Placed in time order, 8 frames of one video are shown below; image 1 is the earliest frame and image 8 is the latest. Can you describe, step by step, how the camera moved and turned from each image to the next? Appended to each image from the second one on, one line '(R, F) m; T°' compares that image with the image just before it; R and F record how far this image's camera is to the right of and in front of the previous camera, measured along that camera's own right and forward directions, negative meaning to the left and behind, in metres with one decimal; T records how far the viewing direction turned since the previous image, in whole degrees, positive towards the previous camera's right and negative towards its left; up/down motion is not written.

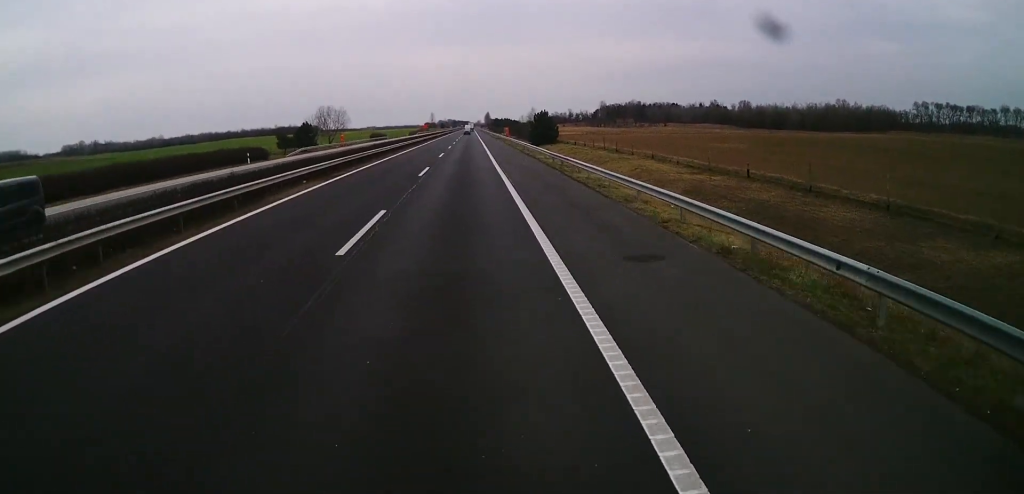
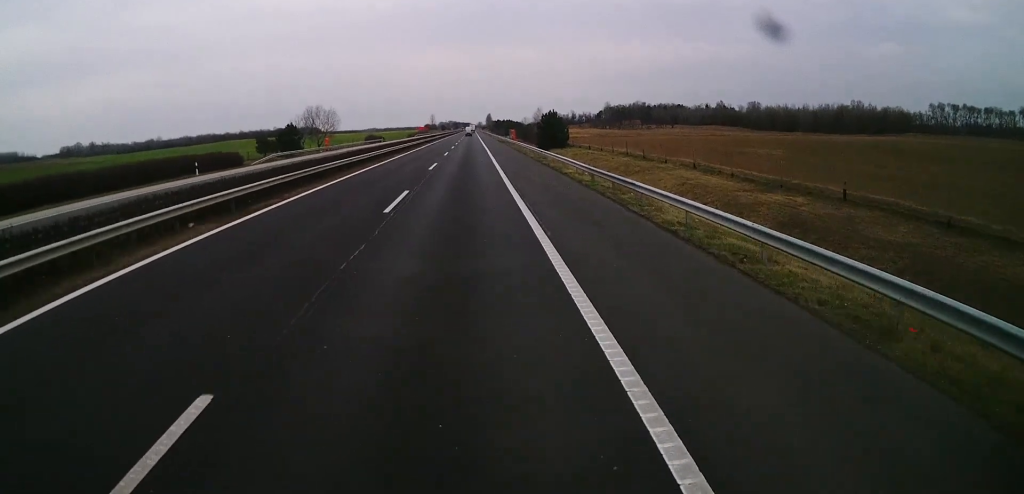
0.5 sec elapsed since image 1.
(0.0, +12.2) m; 0°
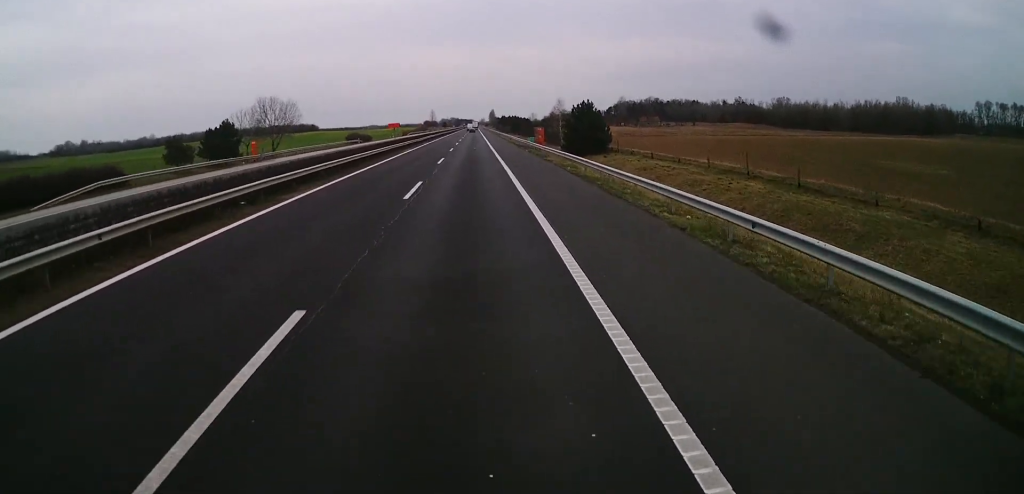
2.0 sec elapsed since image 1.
(0.0, +33.6) m; 0°
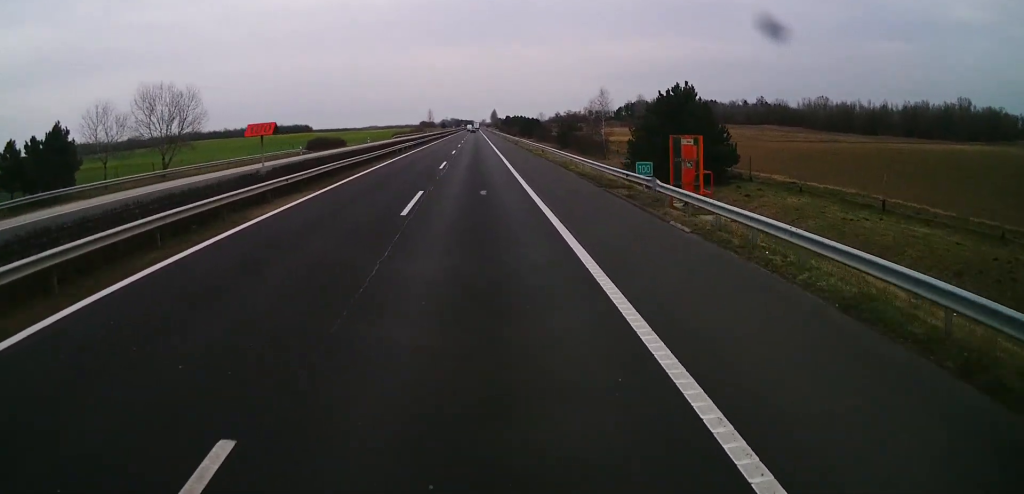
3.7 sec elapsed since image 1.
(0.0, +39.7) m; 0°
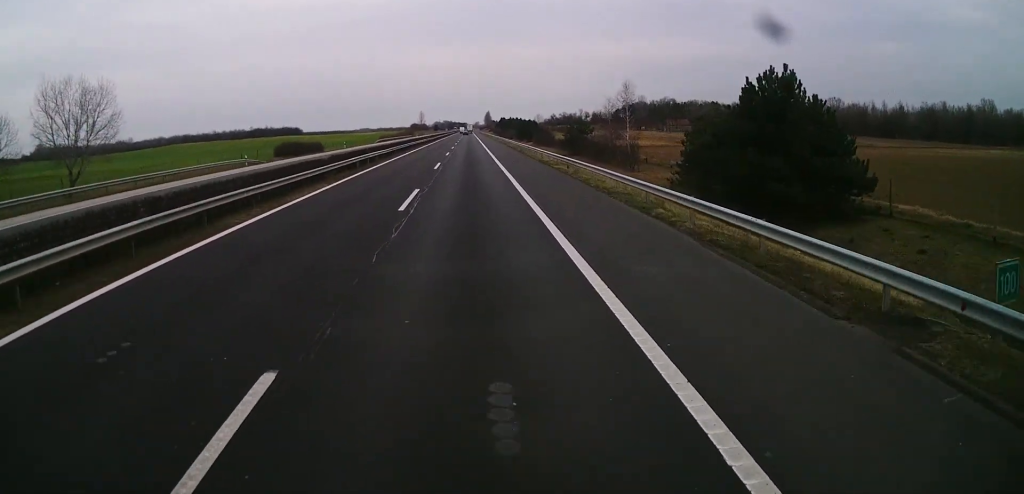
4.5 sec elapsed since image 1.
(0.0, +16.8) m; 0°
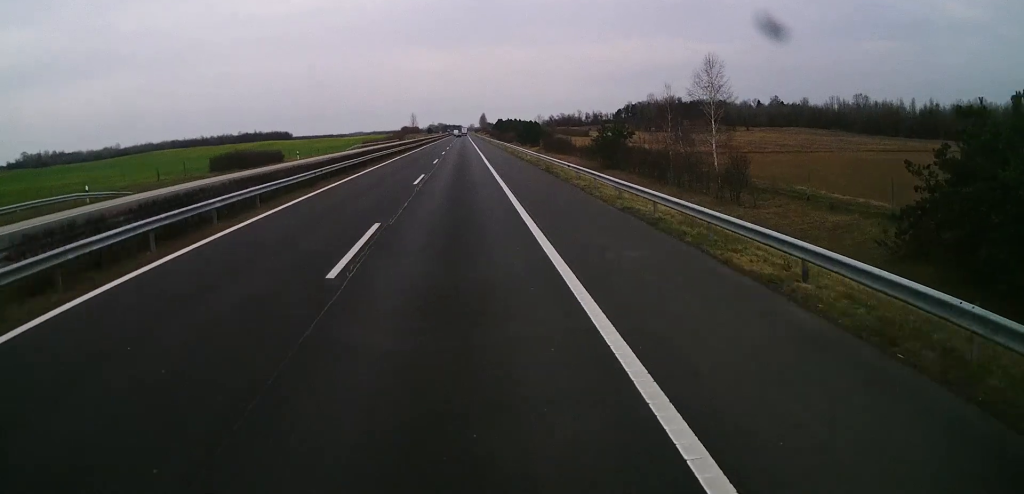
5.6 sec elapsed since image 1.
(0.0, +25.9) m; 0°
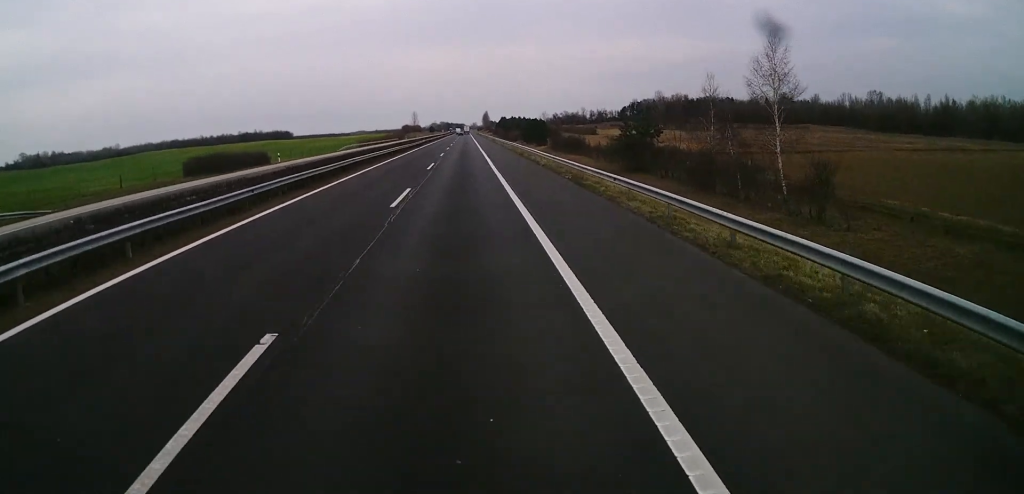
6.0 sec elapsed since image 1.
(0.0, +9.2) m; 0°
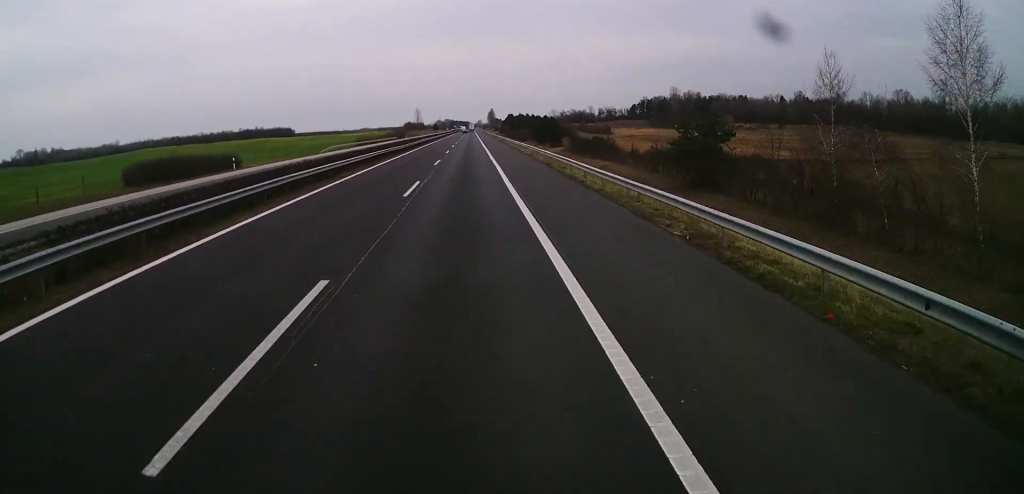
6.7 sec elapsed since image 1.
(0.0, +15.3) m; 0°
